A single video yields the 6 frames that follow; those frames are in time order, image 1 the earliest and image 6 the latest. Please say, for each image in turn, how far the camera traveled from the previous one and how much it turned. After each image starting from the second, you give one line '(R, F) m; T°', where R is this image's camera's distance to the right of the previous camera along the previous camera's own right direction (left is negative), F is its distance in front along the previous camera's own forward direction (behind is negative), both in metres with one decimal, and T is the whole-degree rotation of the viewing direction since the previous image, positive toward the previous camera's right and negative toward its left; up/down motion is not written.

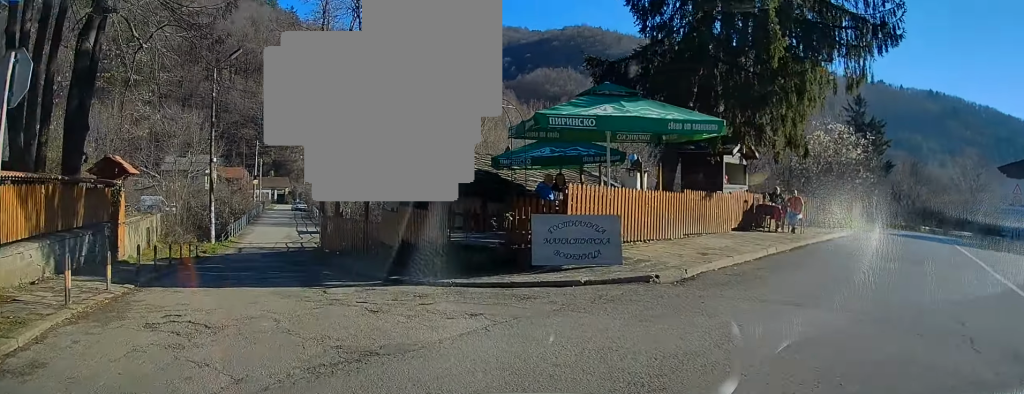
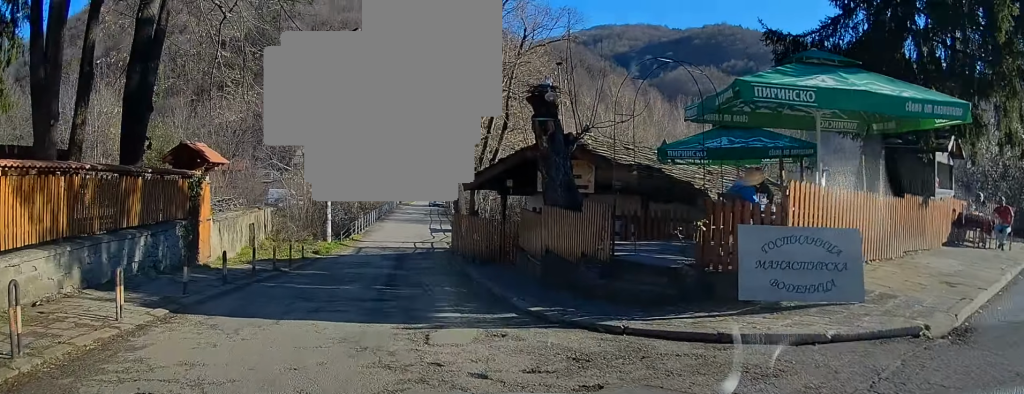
(-0.7, +3.3) m; -12°
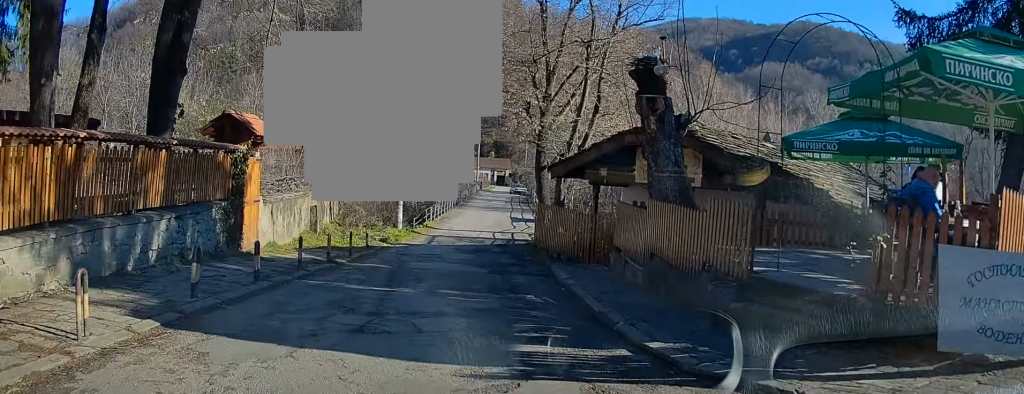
(-0.2, +2.6) m; -10°
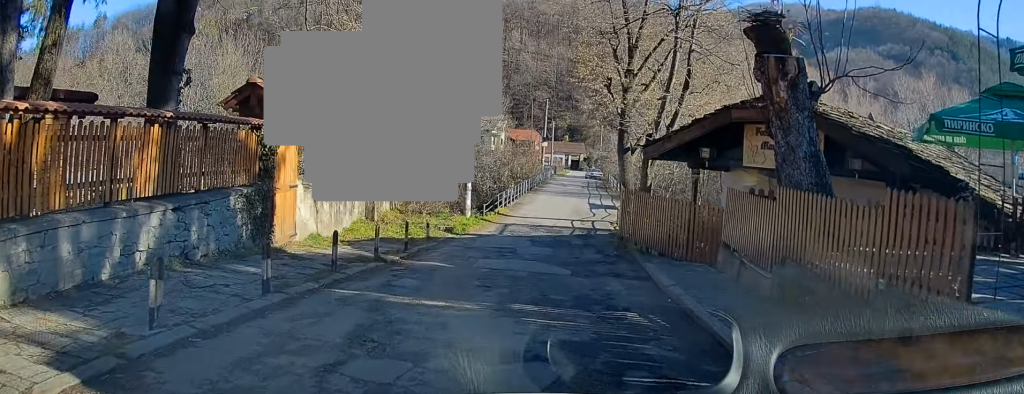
(-0.4, +2.7) m; -4°
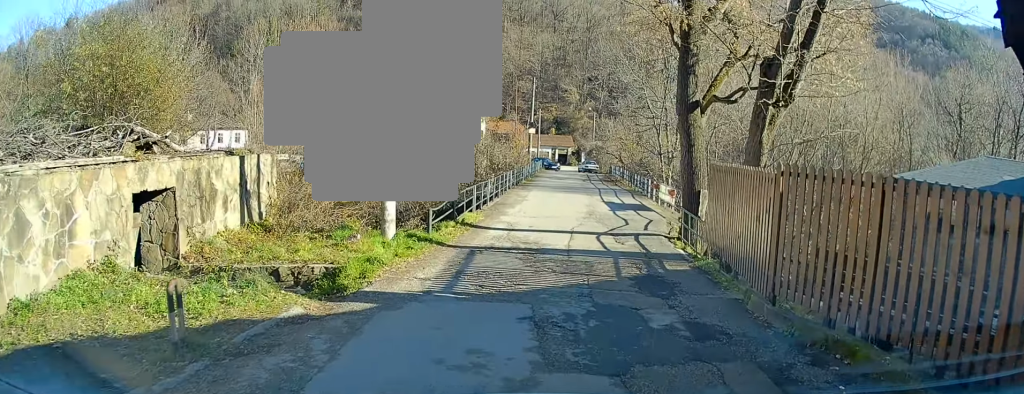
(-0.8, +11.2) m; -2°
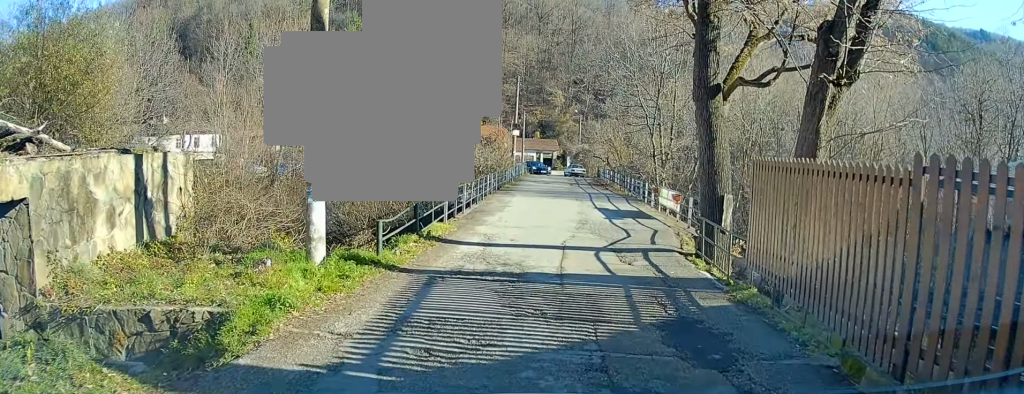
(+0.2, +2.3) m; +3°
